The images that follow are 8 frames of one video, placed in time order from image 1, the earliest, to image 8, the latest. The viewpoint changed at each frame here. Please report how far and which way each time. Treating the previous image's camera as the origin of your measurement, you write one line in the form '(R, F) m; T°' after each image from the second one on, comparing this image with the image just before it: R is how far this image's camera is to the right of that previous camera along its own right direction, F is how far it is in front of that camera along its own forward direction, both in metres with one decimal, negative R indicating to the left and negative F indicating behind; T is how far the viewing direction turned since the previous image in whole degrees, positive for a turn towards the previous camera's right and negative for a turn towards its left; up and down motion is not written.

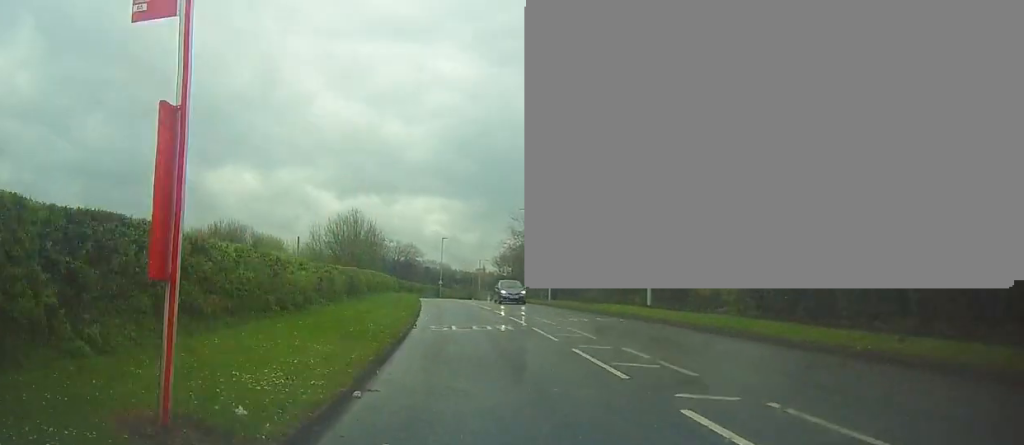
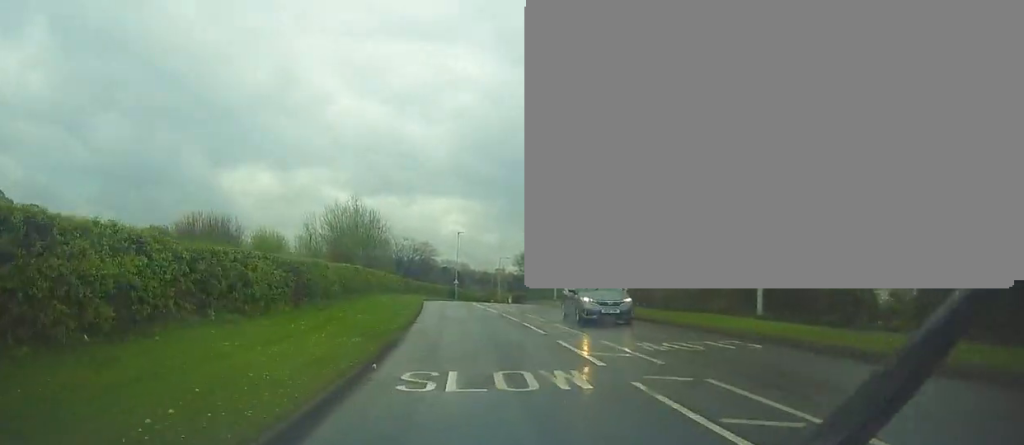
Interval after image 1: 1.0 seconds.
(-0.2, +10.3) m; -1°
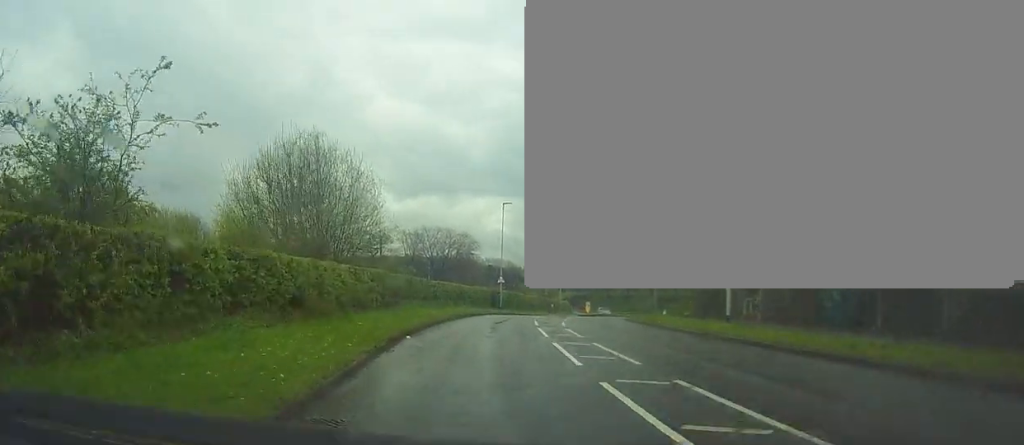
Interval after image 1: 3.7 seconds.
(-1.3, +29.9) m; -5°
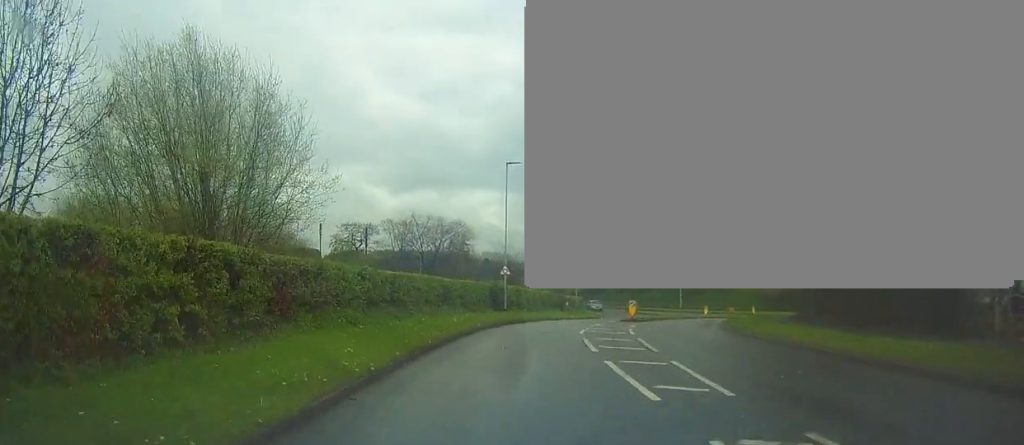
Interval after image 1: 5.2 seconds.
(-0.2, +15.6) m; +1°
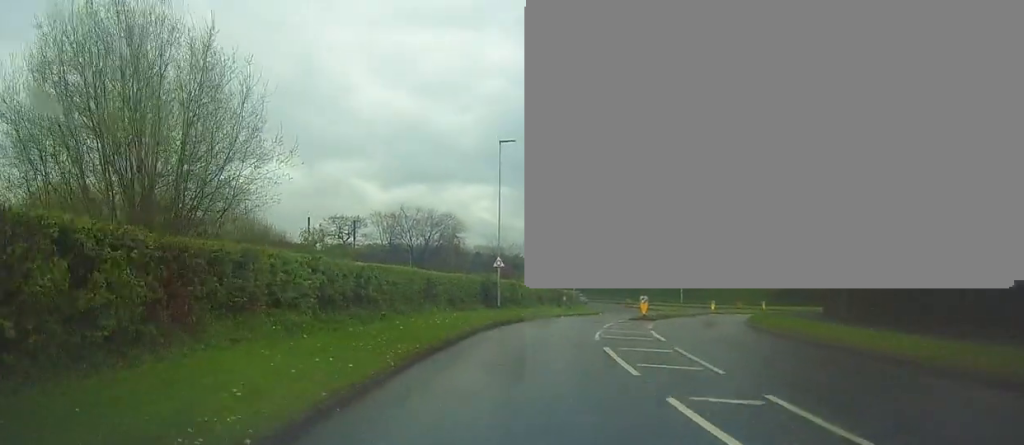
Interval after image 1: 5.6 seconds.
(+0.3, +4.3) m; +1°
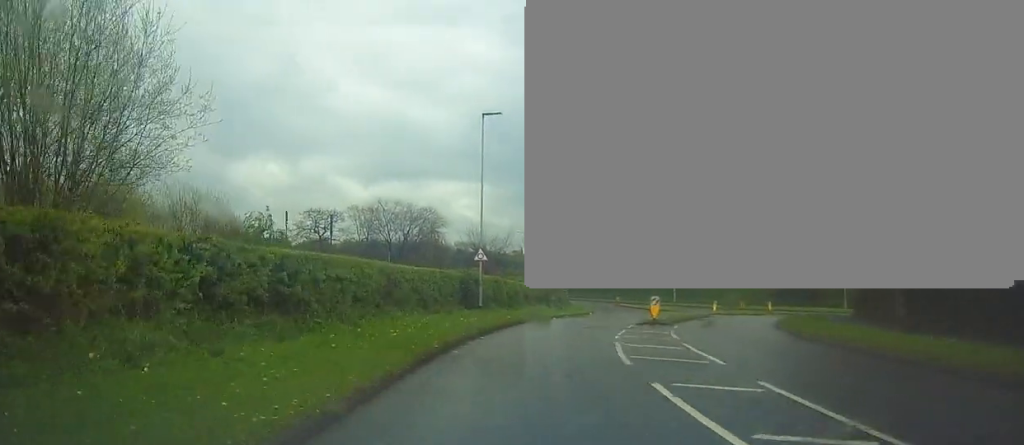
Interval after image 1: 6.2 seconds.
(+0.1, +5.2) m; +1°
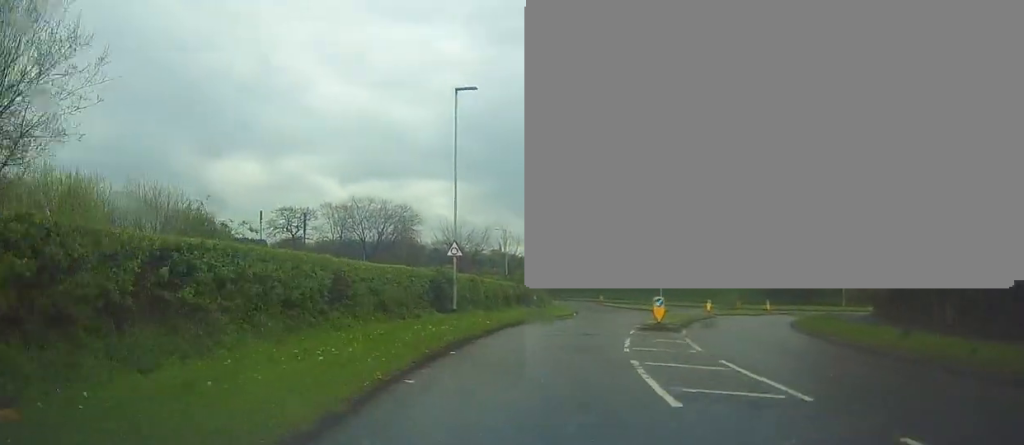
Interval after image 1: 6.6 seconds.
(-0.2, +3.8) m; +1°
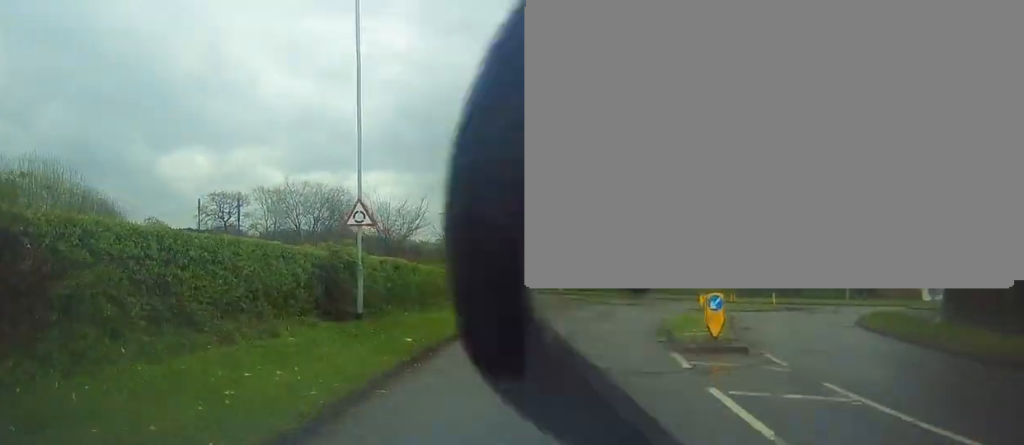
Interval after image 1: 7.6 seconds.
(+0.3, +9.9) m; +5°
